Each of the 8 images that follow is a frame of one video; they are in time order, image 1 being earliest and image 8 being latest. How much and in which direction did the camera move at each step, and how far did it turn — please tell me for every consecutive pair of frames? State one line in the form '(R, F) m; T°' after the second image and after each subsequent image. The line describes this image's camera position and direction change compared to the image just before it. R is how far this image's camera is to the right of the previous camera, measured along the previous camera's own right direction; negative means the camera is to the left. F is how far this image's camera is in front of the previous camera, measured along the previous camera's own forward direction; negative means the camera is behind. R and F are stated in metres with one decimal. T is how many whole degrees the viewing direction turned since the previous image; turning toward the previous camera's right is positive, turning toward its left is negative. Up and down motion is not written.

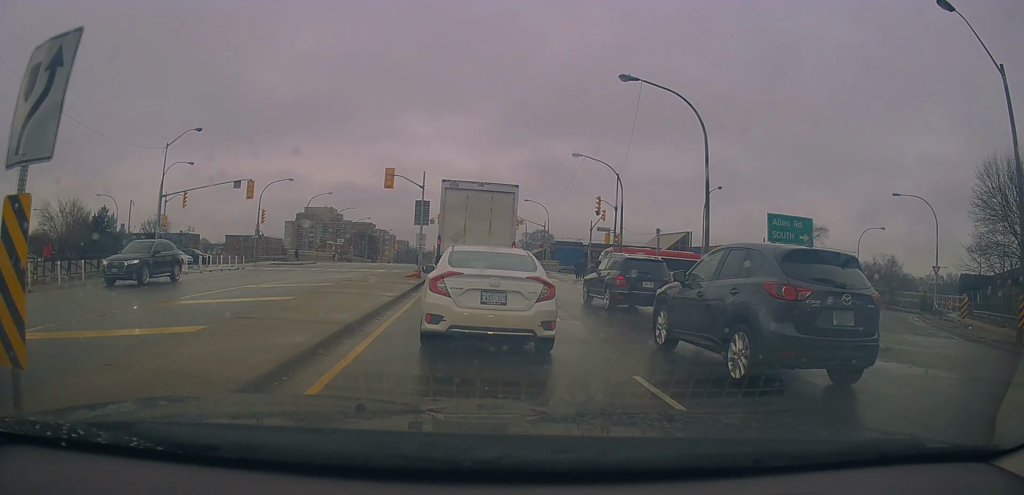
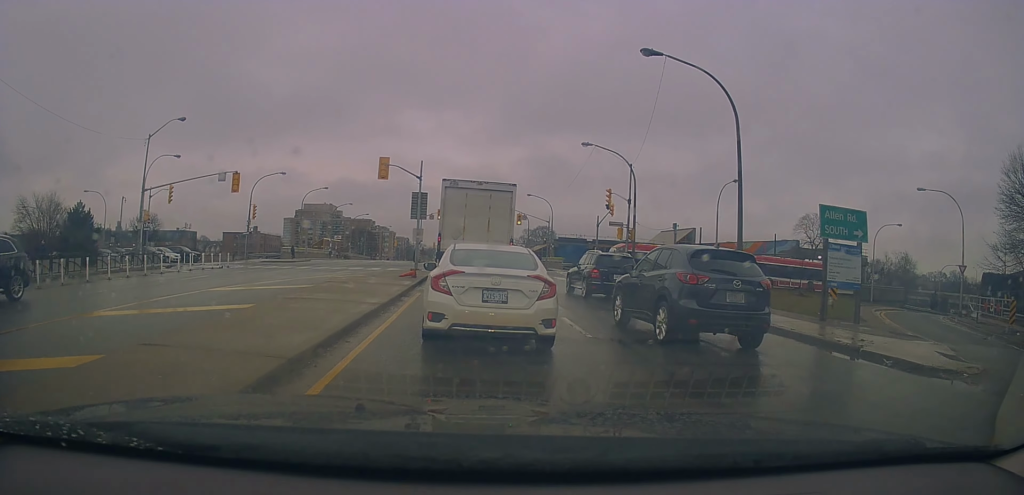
(-0.2, +3.2) m; -6°
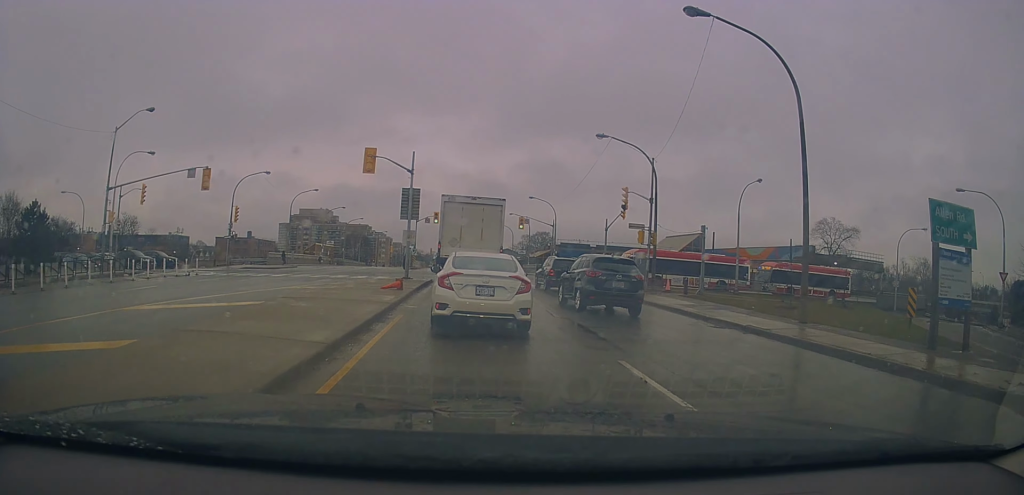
(-0.3, +5.4) m; +2°
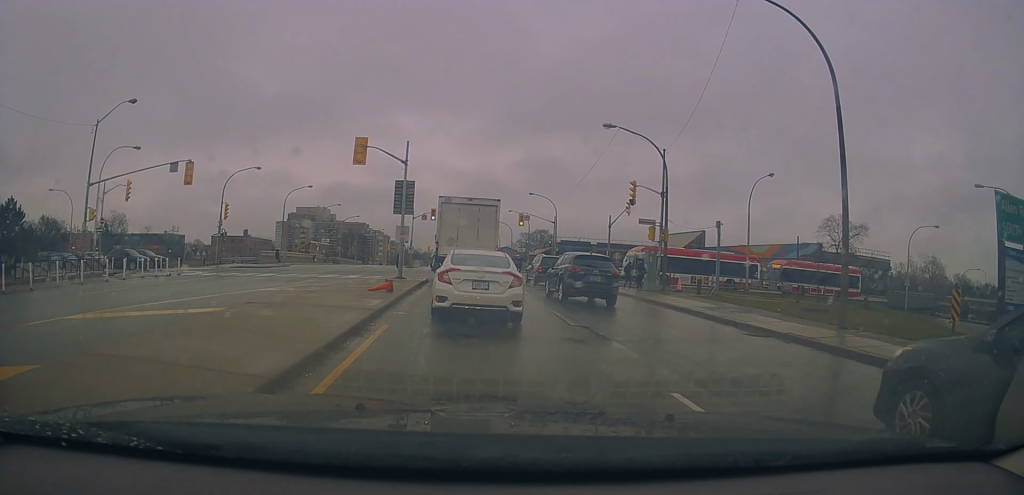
(+0.2, +1.8) m; +4°
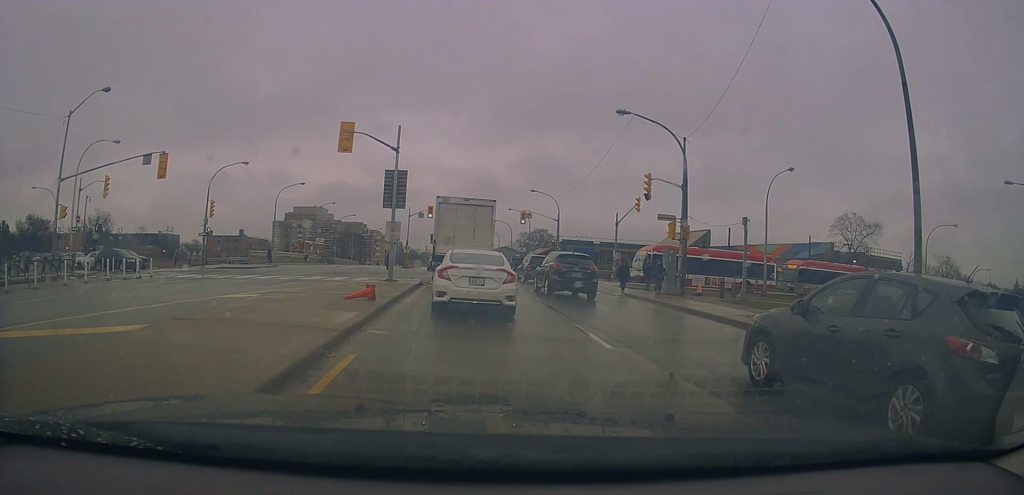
(0.0, +2.7) m; +1°
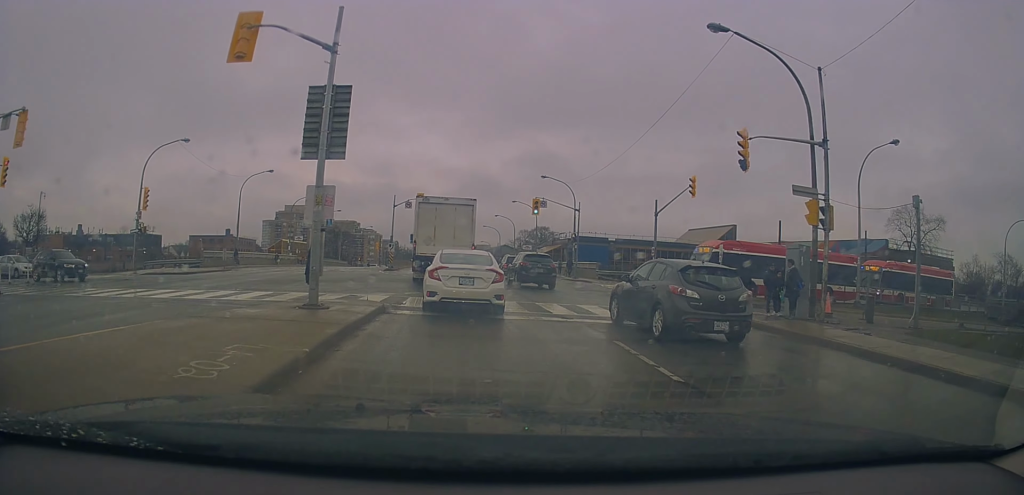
(+0.1, +10.4) m; -1°
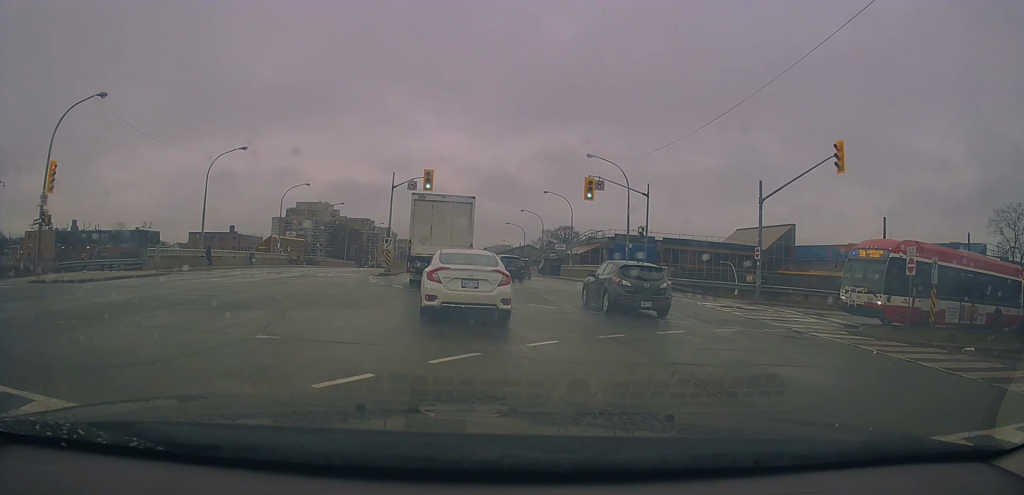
(+0.4, +12.8) m; +1°
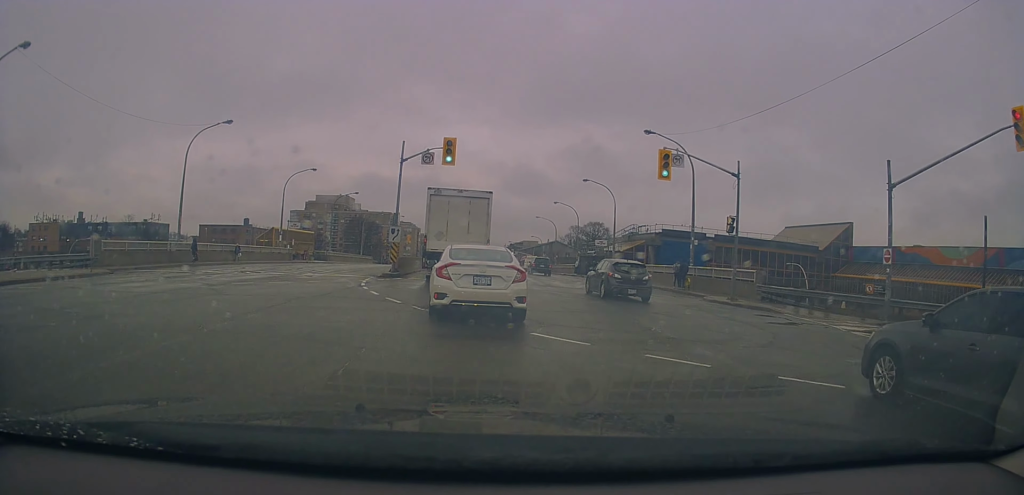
(-0.8, +8.5) m; -6°
